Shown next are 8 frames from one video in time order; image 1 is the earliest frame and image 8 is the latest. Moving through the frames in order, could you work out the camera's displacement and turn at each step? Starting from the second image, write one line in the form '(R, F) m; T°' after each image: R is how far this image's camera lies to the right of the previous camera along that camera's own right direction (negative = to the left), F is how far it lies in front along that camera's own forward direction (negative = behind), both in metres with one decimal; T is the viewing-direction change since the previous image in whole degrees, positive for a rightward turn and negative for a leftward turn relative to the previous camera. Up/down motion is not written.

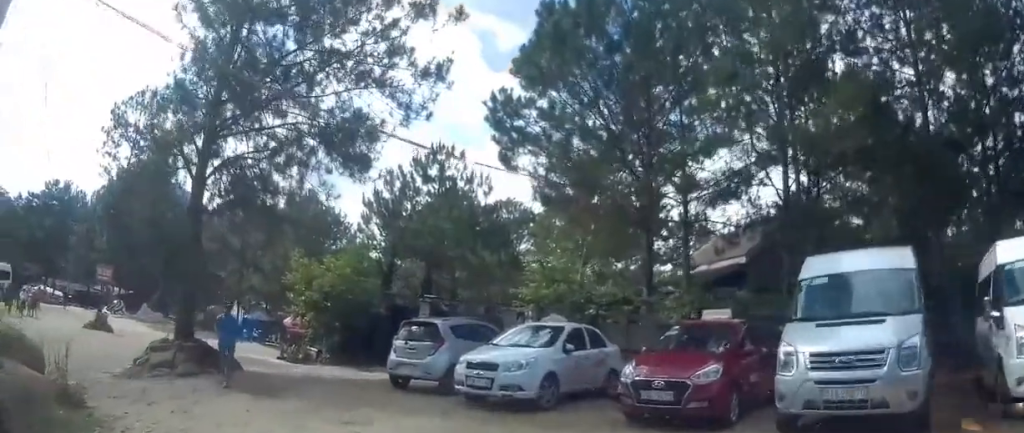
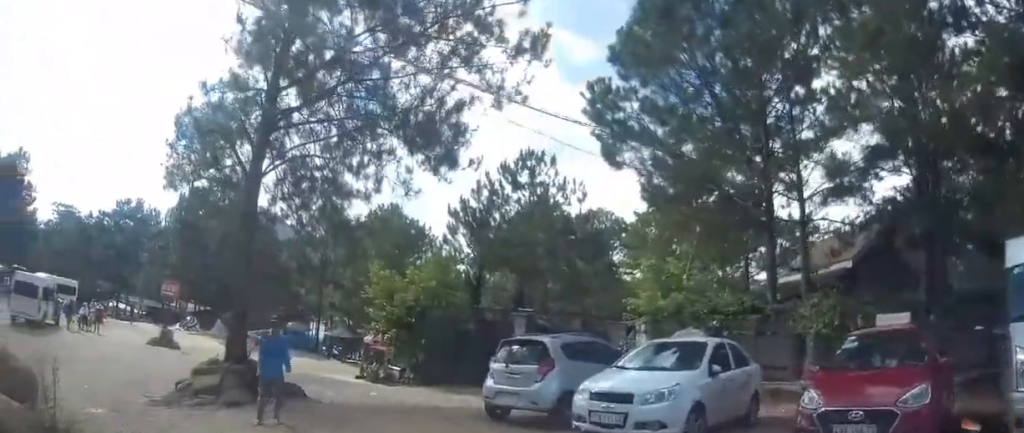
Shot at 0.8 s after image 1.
(0.0, +1.9) m; -2°
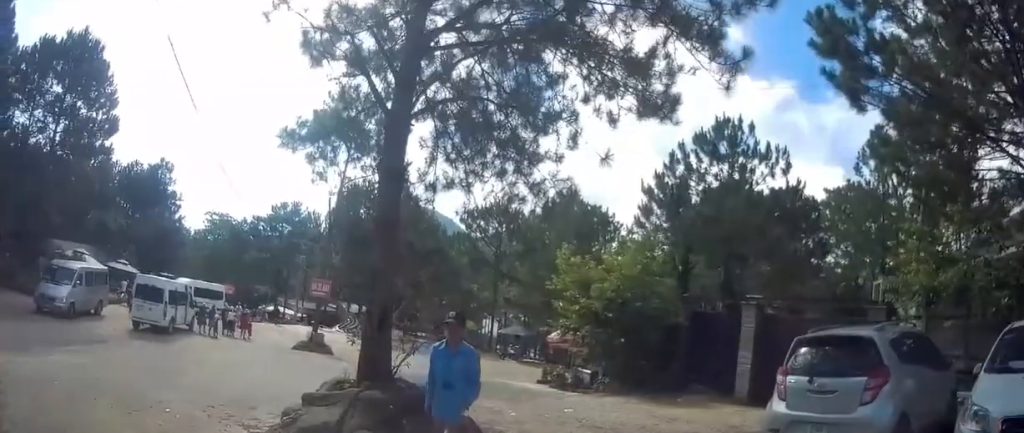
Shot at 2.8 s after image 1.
(-0.8, +4.7) m; -23°
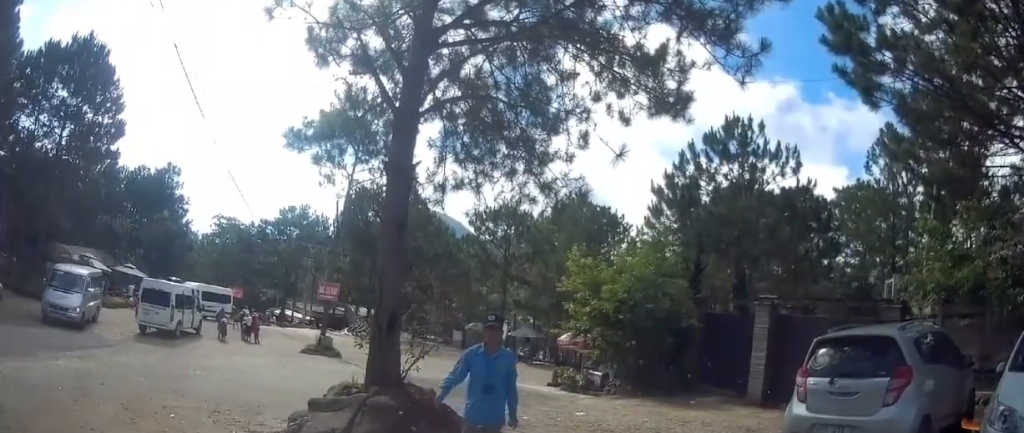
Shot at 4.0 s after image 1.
(-0.3, +1.1) m; 0°
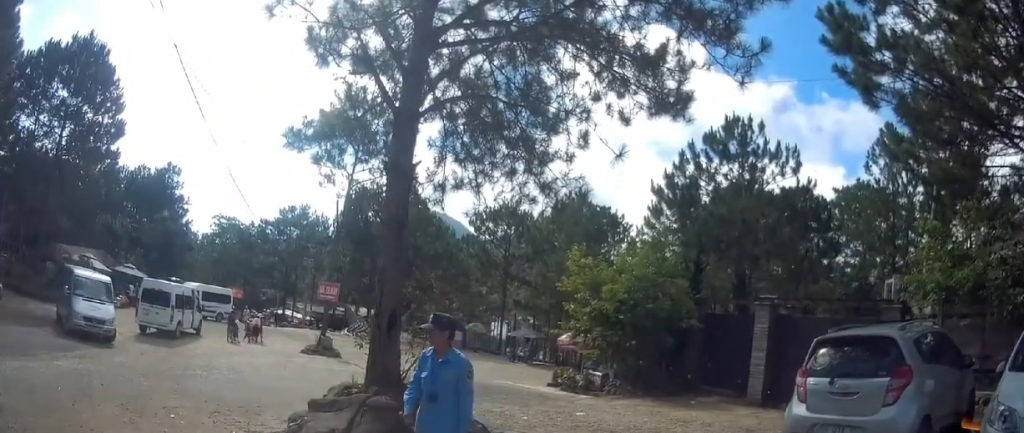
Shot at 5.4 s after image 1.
(0.0, 0.0) m; 0°
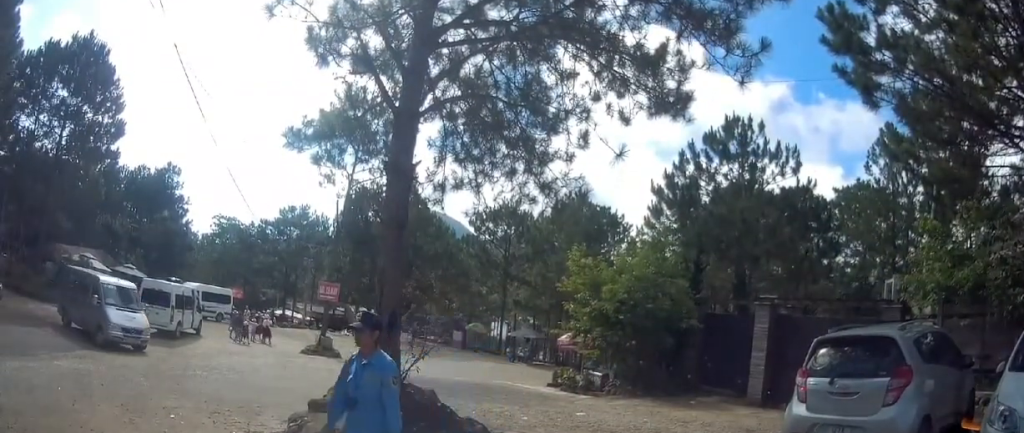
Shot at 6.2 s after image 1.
(0.0, 0.0) m; 0°
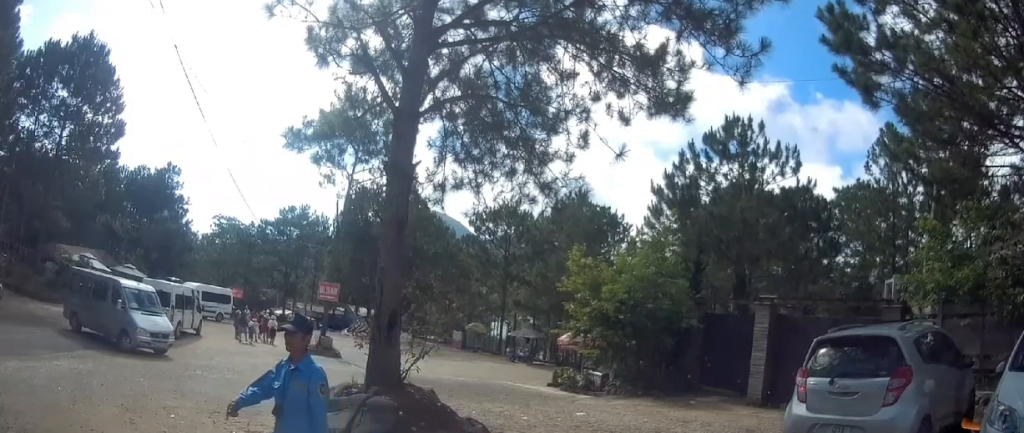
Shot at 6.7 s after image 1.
(0.0, 0.0) m; 0°
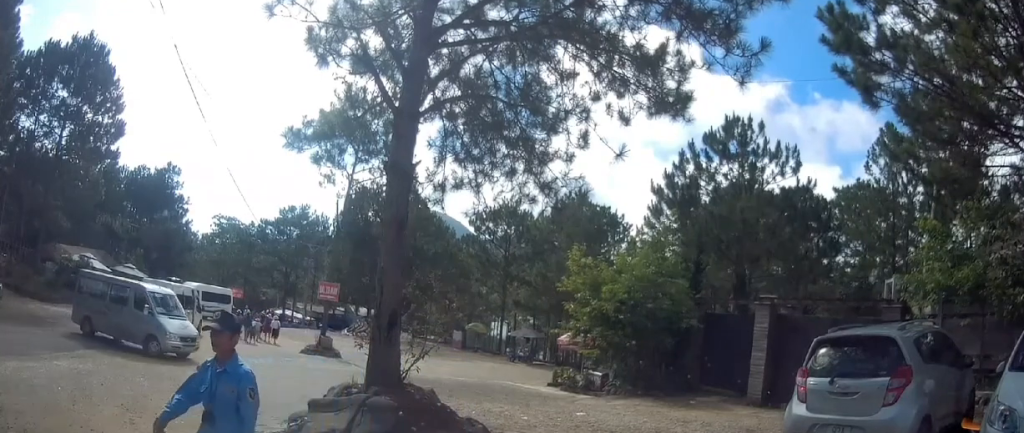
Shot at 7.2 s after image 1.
(0.0, 0.0) m; 0°
